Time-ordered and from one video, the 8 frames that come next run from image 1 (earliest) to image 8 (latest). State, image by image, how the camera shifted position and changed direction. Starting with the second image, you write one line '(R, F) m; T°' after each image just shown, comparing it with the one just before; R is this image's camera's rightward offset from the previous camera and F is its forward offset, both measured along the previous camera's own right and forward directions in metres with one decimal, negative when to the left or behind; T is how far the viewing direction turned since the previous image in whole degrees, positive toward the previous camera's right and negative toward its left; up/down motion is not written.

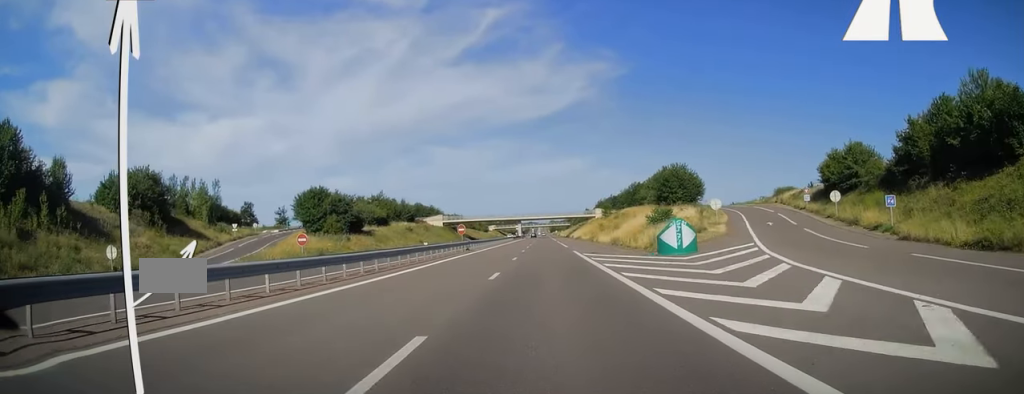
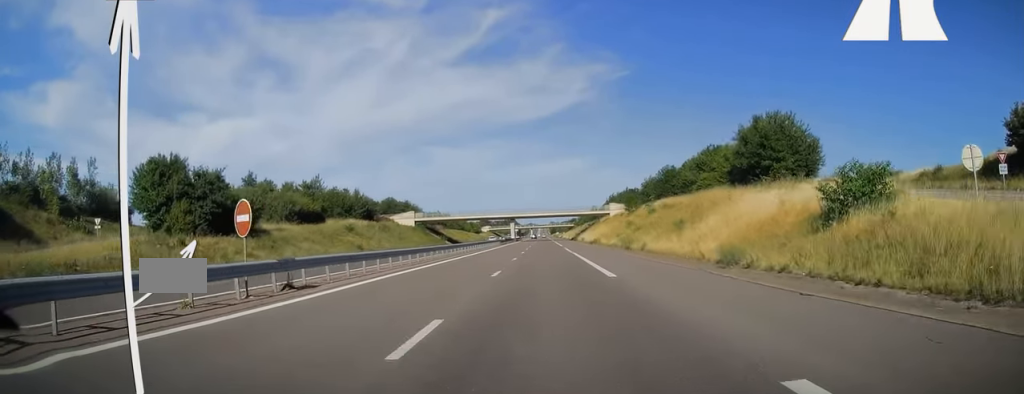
(+0.1, +37.4) m; 0°
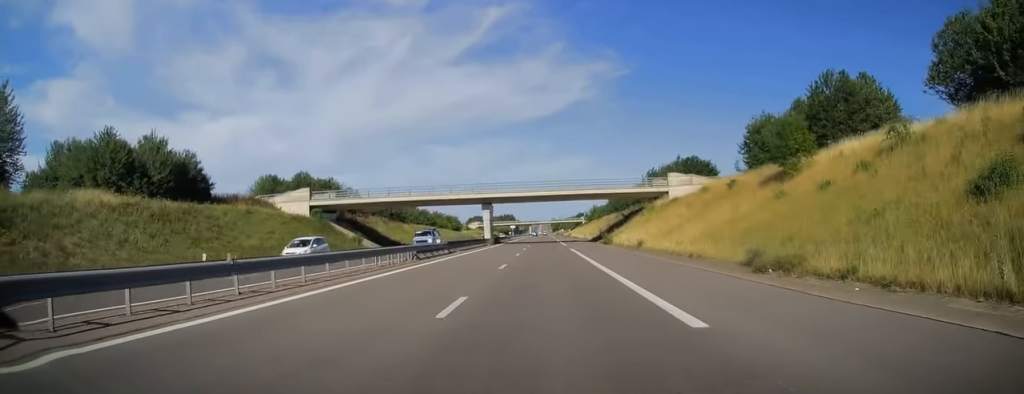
(+0.6, +61.9) m; 0°
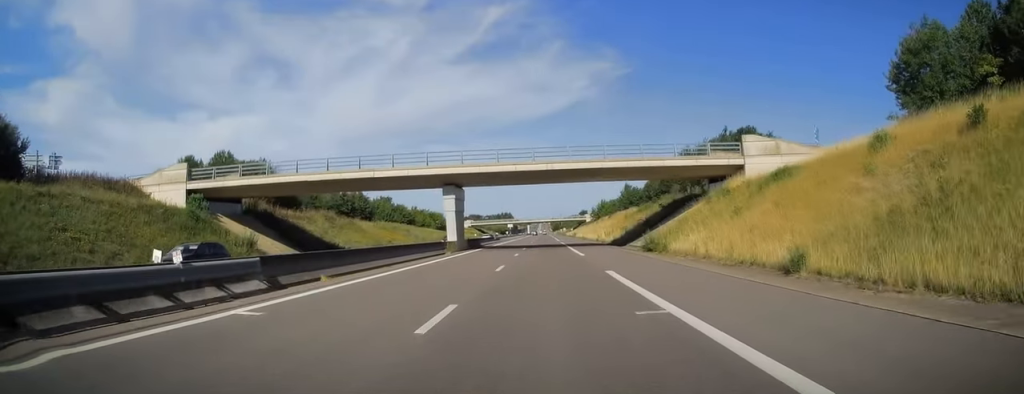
(-0.3, +27.5) m; -1°
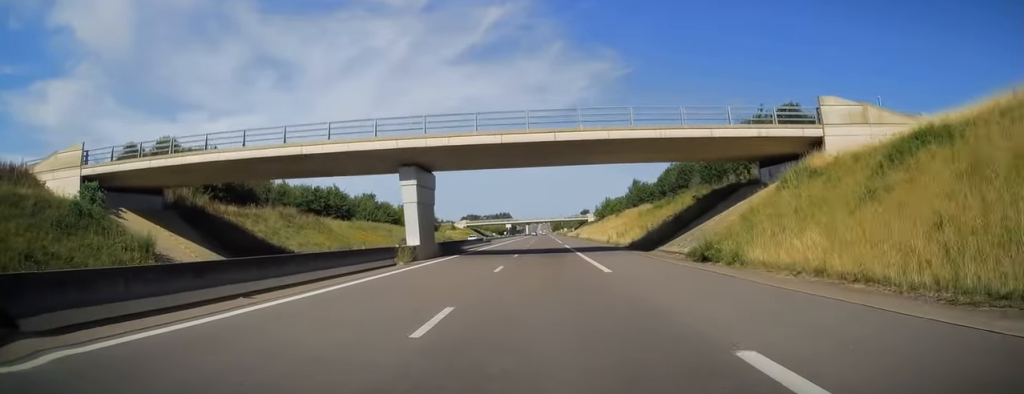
(0.0, +13.3) m; 0°
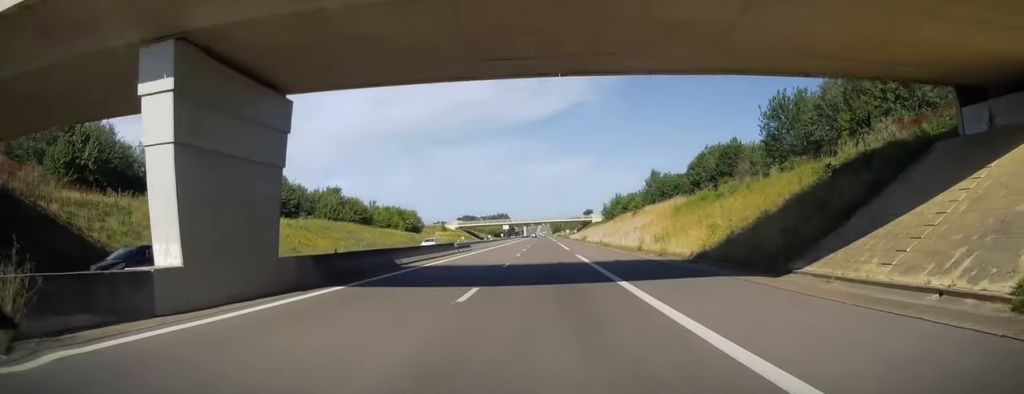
(0.0, +21.6) m; 0°
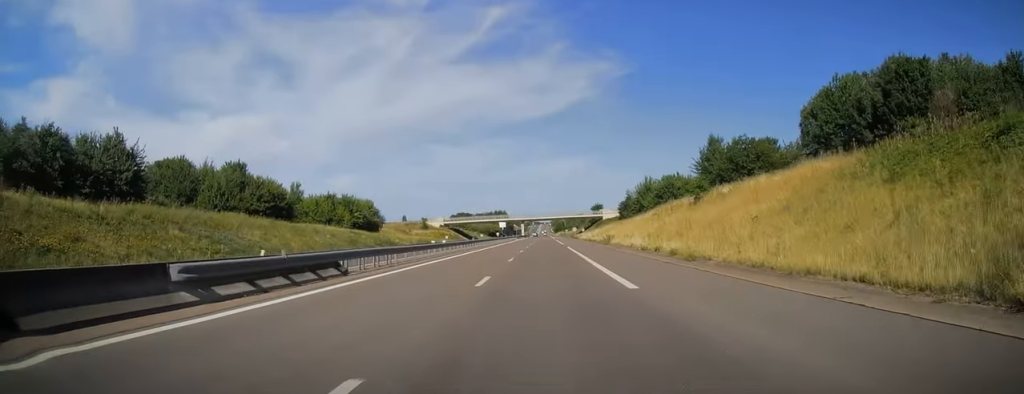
(0.0, +35.8) m; 0°
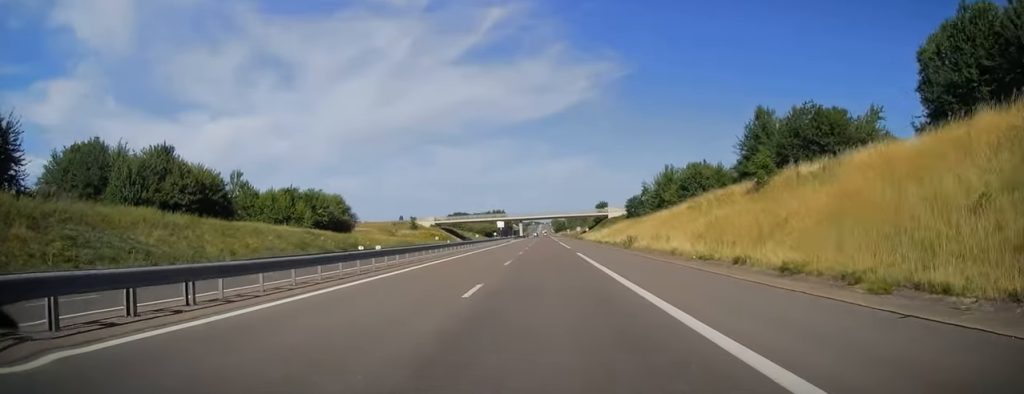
(0.0, +15.7) m; 0°
